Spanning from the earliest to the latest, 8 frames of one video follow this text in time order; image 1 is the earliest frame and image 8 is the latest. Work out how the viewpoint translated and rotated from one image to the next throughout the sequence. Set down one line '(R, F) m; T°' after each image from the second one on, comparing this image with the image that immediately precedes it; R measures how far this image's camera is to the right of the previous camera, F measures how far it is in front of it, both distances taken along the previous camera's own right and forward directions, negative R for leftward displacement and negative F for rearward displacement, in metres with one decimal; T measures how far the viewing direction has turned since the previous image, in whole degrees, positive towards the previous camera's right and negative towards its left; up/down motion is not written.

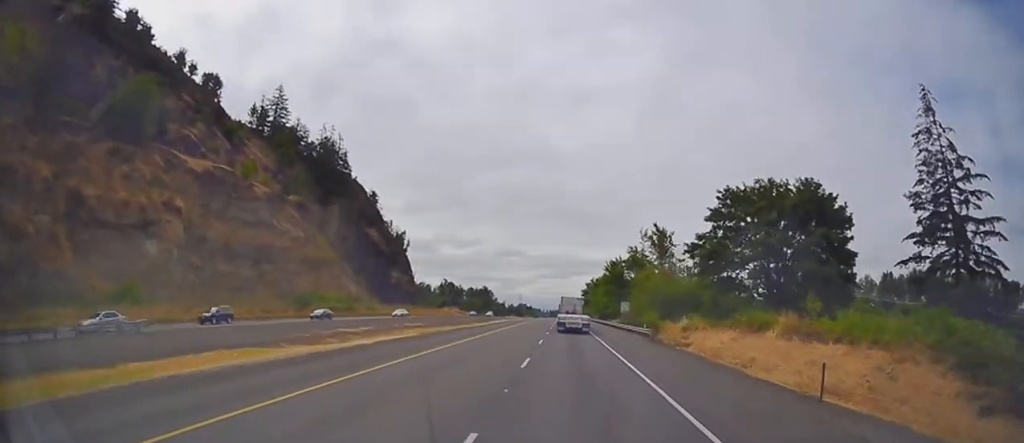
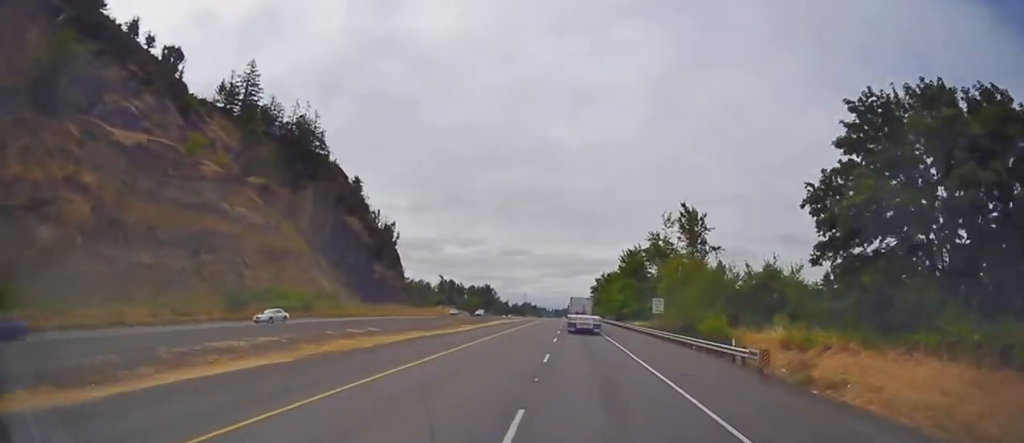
(-0.1, +22.4) m; 0°
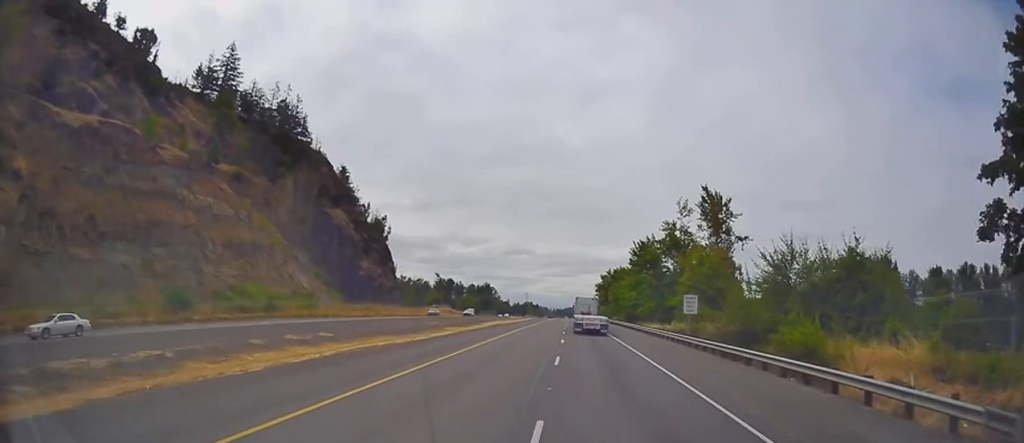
(0.0, +13.5) m; 0°
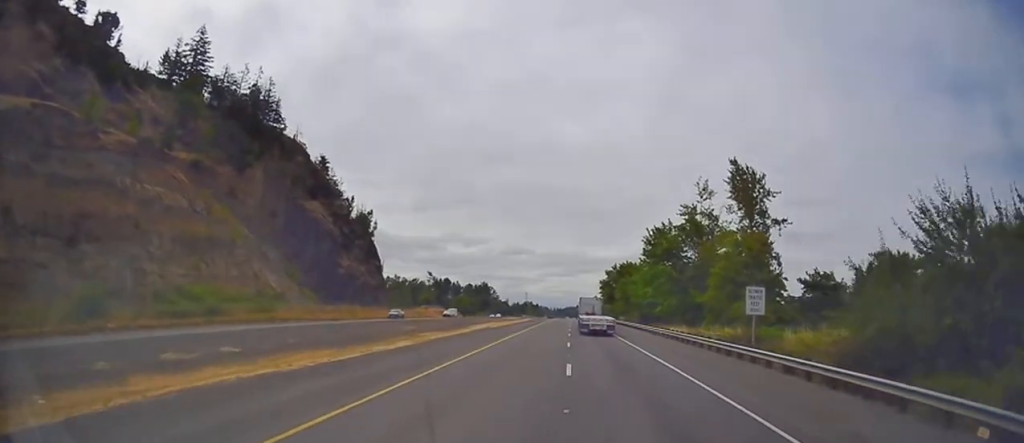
(0.0, +14.5) m; 0°
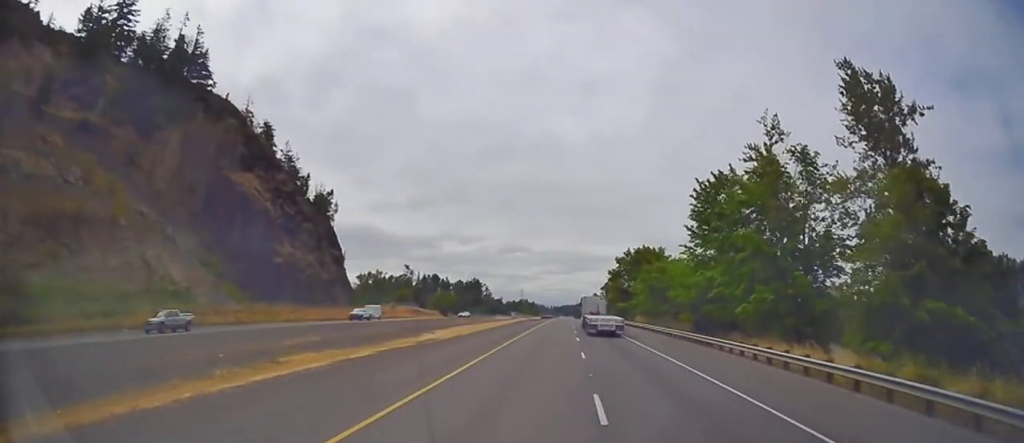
(+0.1, +31.4) m; 0°
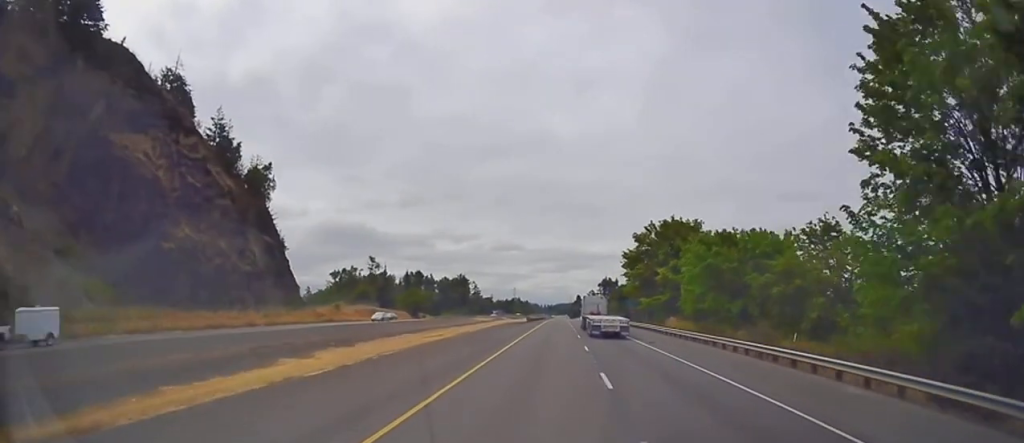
(0.0, +32.8) m; 0°
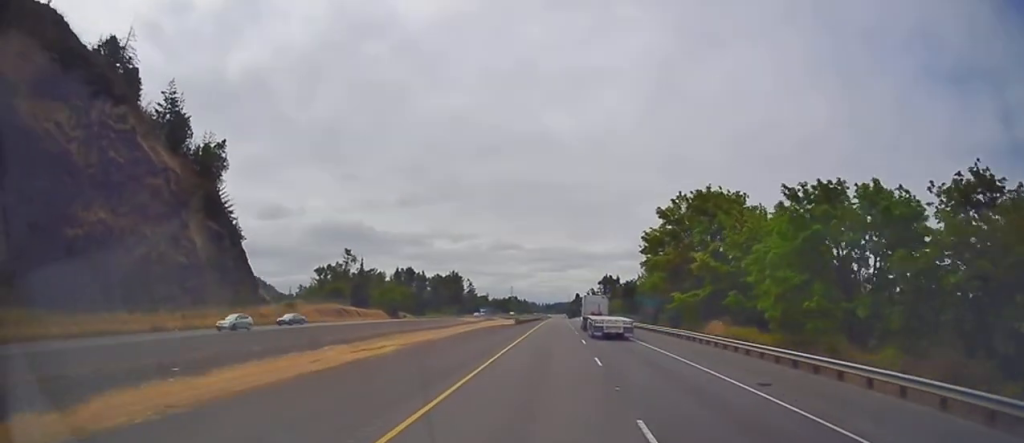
(0.0, +18.9) m; 0°
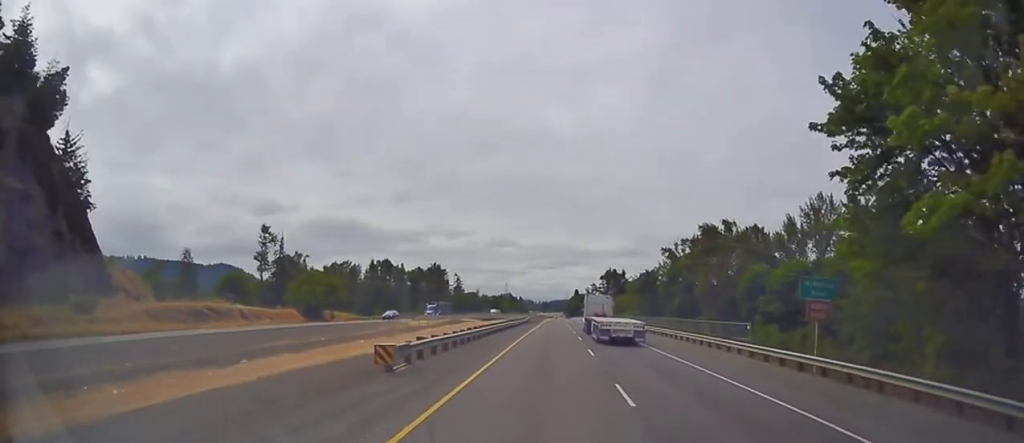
(+0.1, +44.0) m; 0°
